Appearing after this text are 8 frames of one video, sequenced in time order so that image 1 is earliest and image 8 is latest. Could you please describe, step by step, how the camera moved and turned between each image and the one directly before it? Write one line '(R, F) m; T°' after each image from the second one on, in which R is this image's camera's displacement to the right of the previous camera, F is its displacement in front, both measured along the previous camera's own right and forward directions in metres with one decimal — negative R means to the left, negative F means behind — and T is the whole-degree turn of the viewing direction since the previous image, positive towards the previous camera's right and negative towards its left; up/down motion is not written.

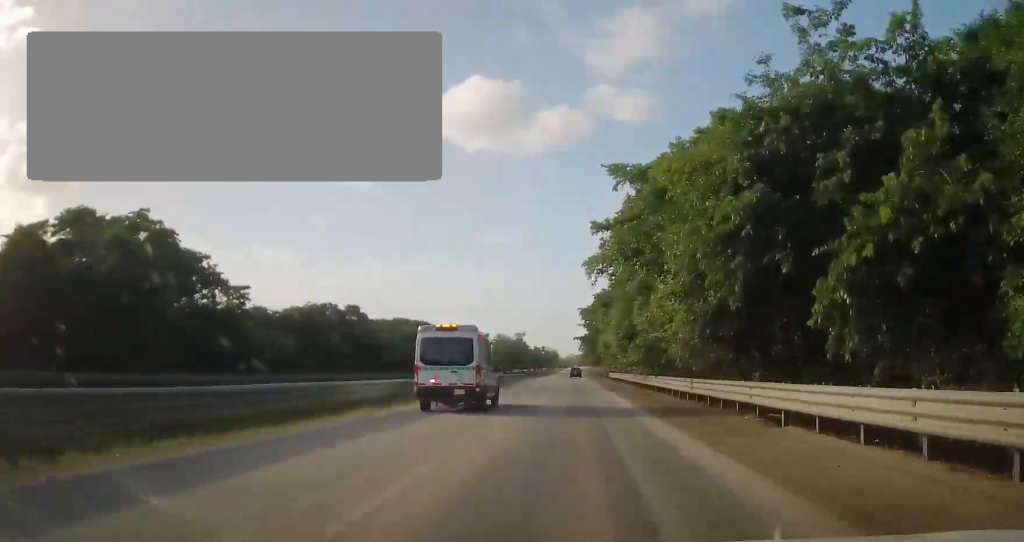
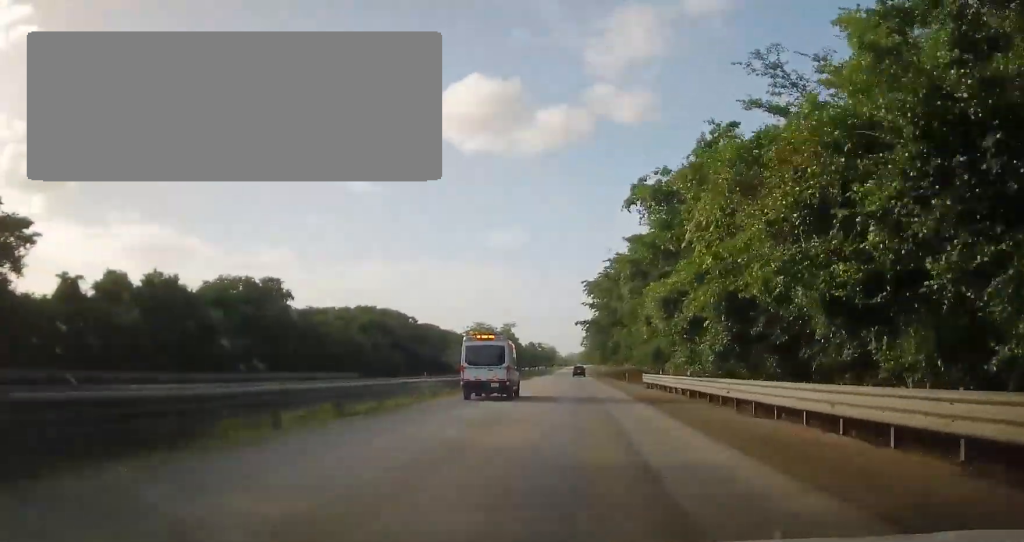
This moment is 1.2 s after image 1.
(0.0, +34.8) m; 0°
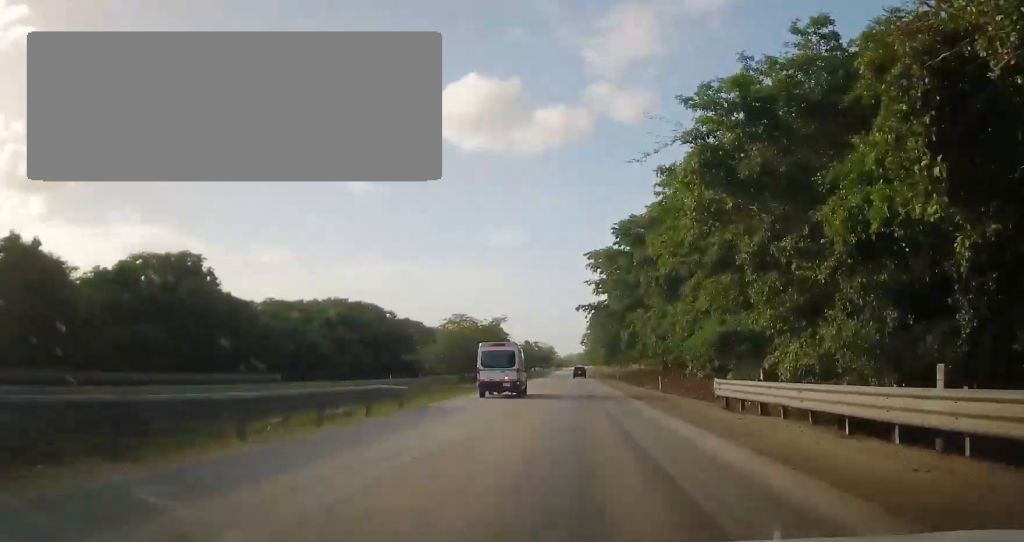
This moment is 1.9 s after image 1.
(0.0, +20.9) m; 0°
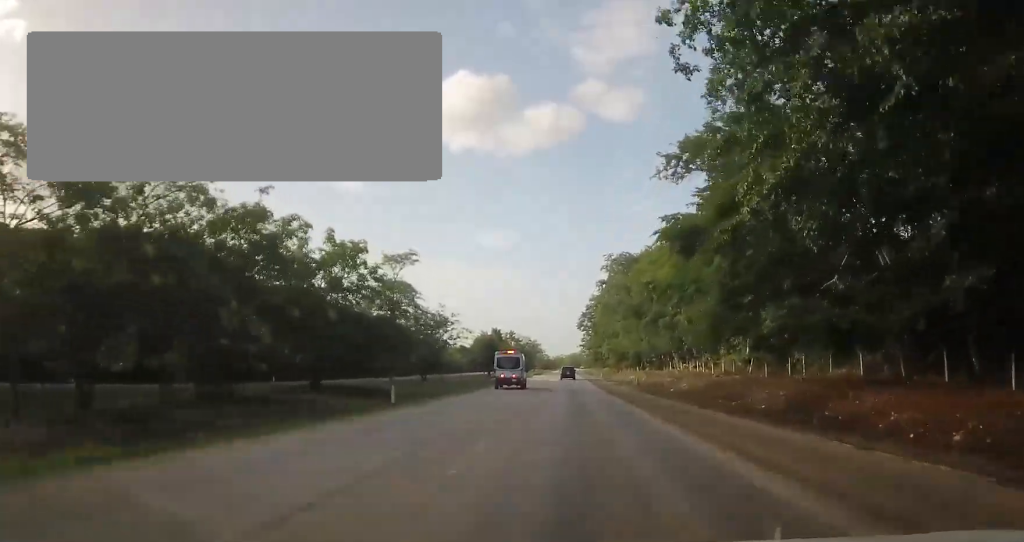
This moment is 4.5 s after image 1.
(+0.3, +74.4) m; +1°
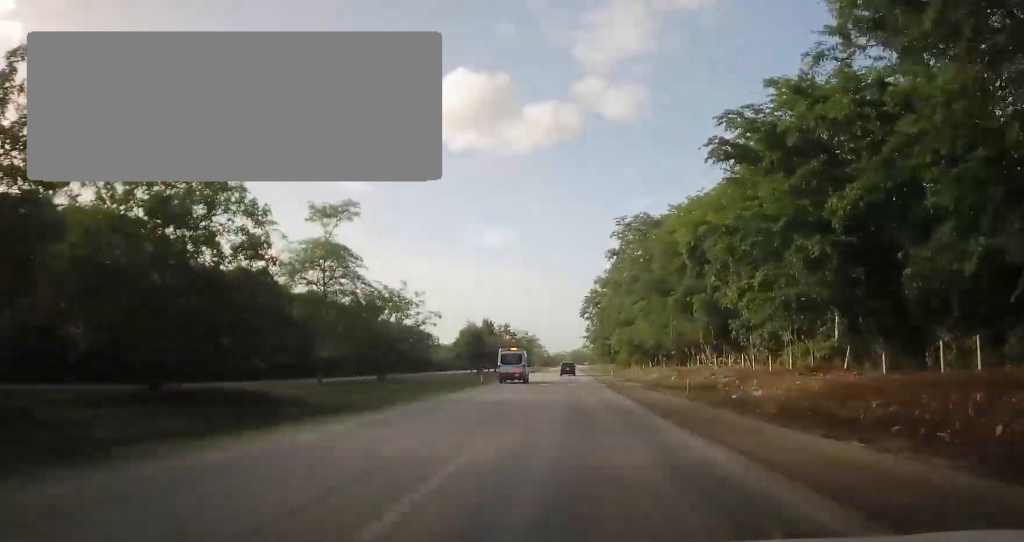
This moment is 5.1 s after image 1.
(+0.2, +17.7) m; +1°
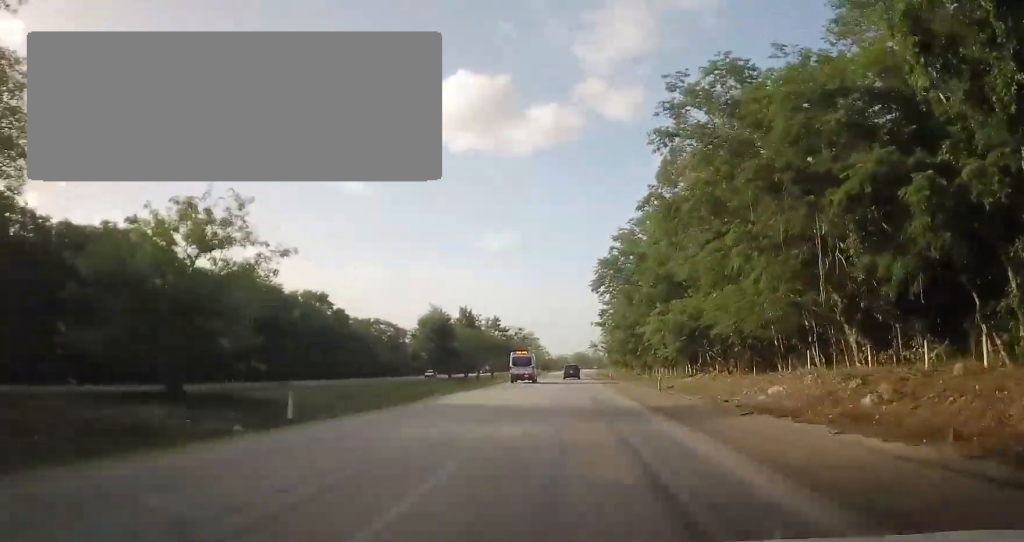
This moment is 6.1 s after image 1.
(+0.1, +31.4) m; -1°
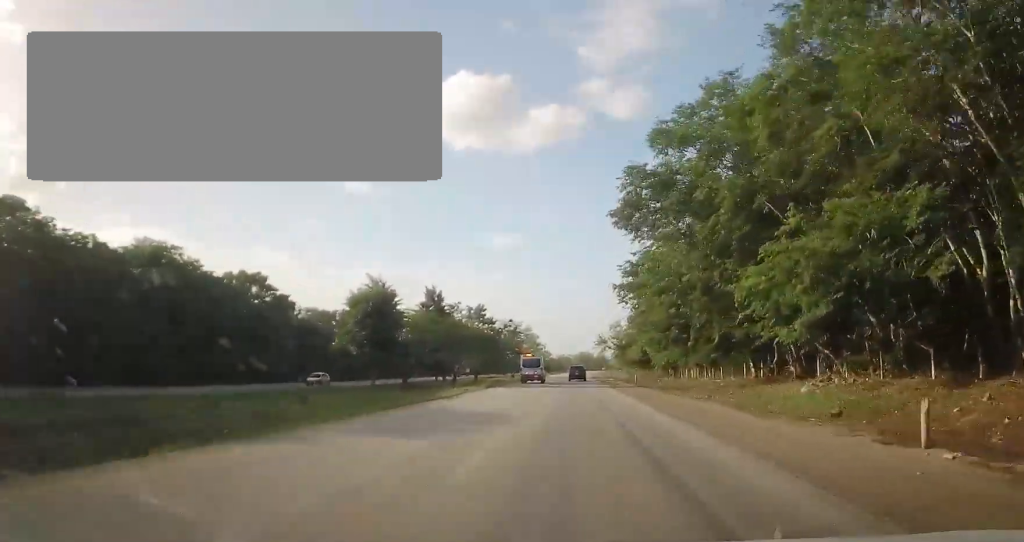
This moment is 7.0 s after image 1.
(-0.4, +25.1) m; -1°
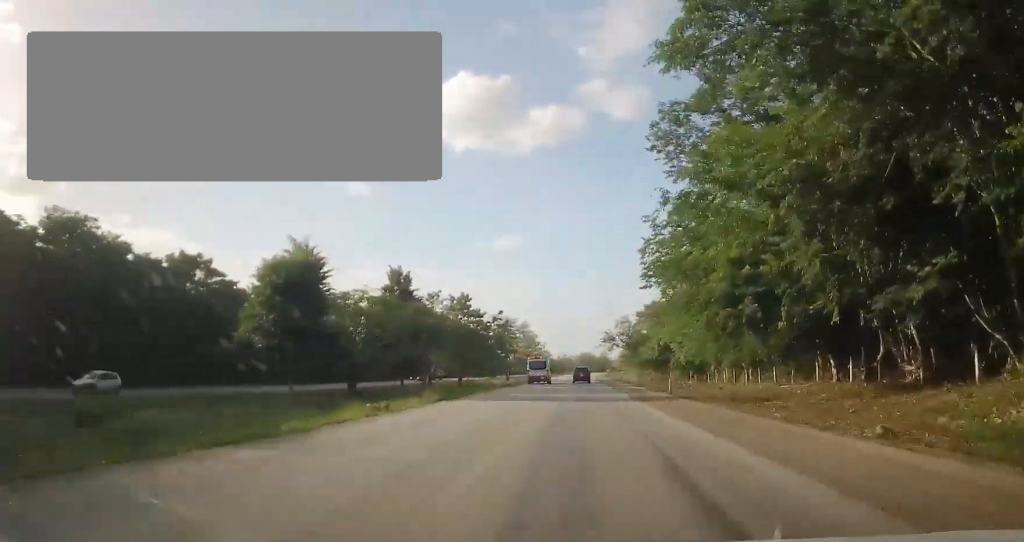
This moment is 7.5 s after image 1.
(-0.1, +15.7) m; 0°
